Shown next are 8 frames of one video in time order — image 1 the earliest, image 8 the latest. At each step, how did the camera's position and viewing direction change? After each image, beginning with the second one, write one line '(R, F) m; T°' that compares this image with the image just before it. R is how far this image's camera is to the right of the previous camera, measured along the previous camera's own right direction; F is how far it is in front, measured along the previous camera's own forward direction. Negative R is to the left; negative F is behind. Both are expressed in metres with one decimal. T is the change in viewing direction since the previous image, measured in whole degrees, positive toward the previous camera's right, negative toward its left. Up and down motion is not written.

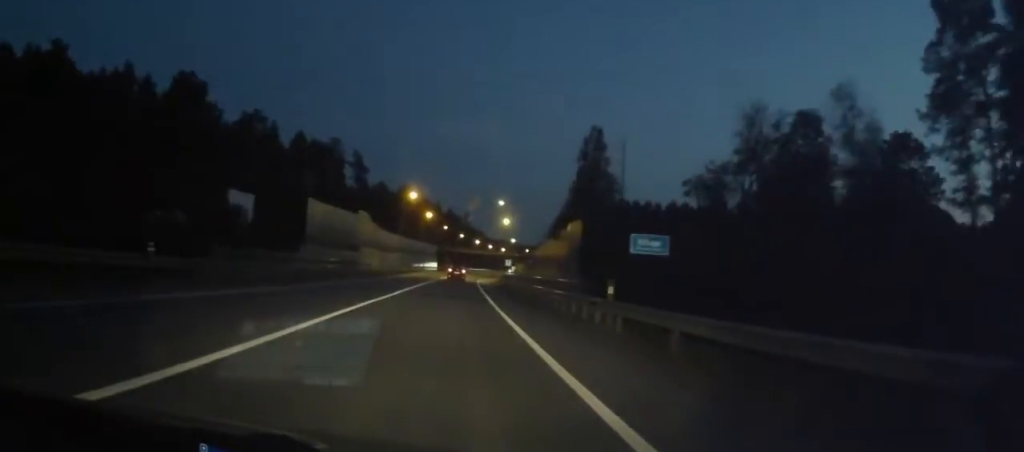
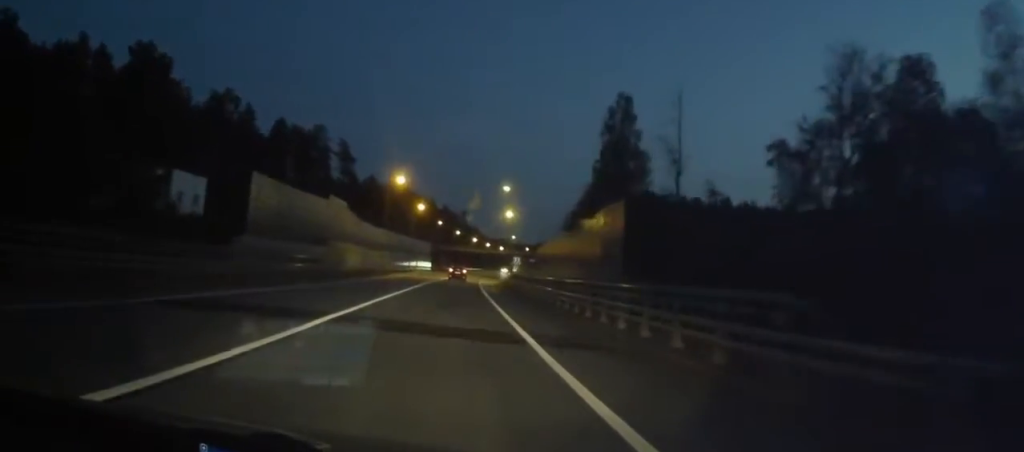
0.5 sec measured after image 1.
(0.0, +14.9) m; 0°
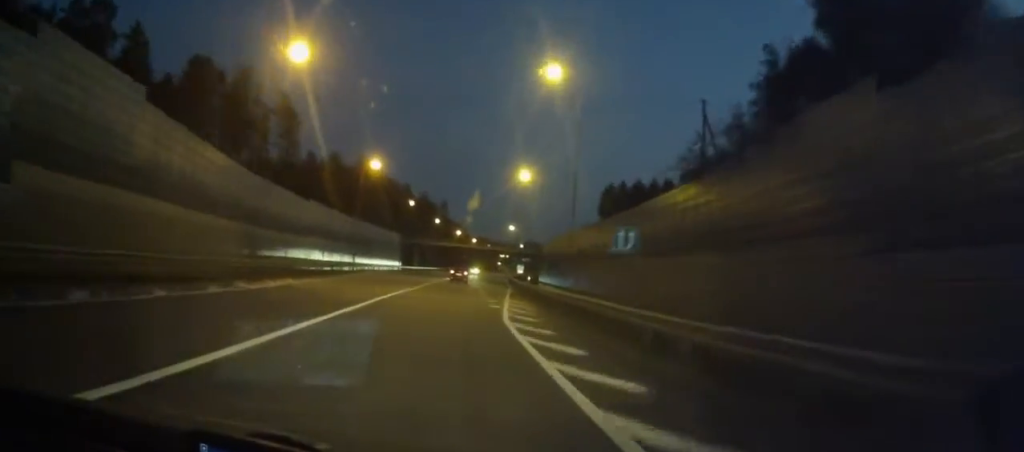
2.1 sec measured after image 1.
(+0.2, +42.3) m; +1°
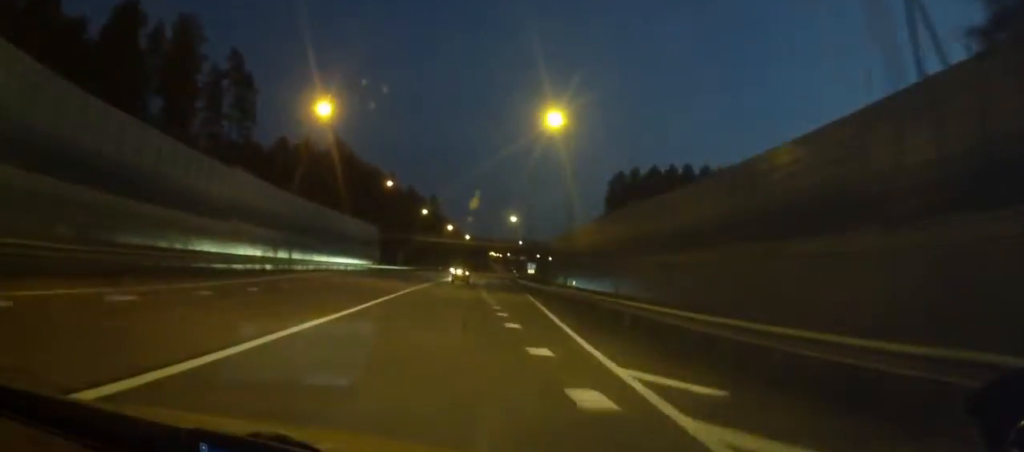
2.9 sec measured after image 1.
(+0.2, +21.6) m; 0°
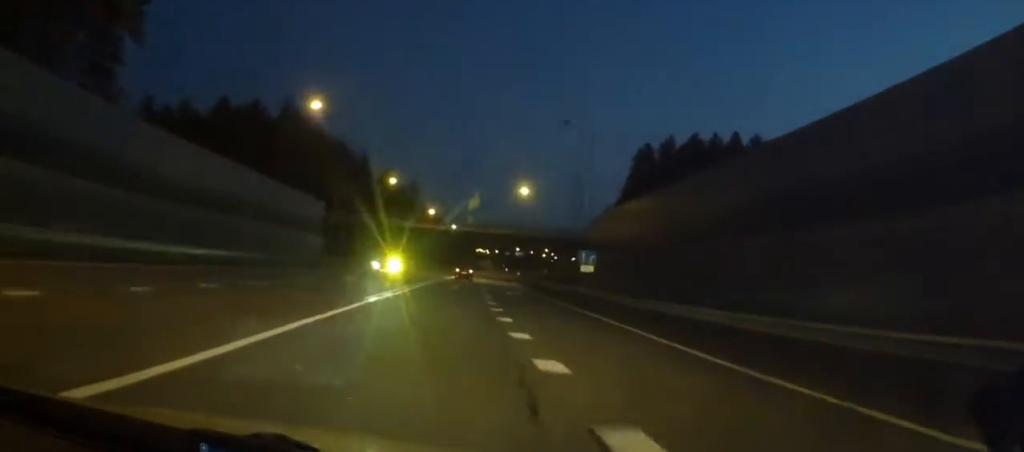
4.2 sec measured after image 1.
(-0.1, +34.1) m; +2°
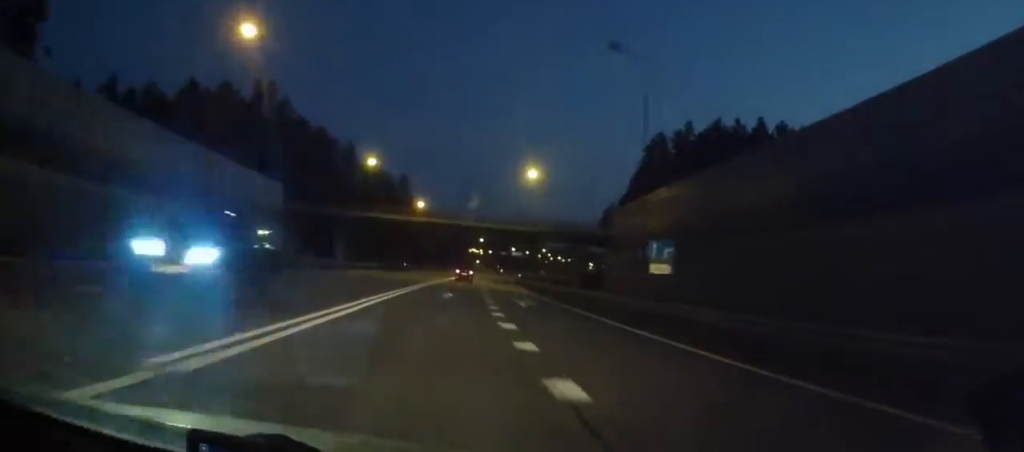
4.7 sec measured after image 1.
(+0.3, +12.9) m; +1°
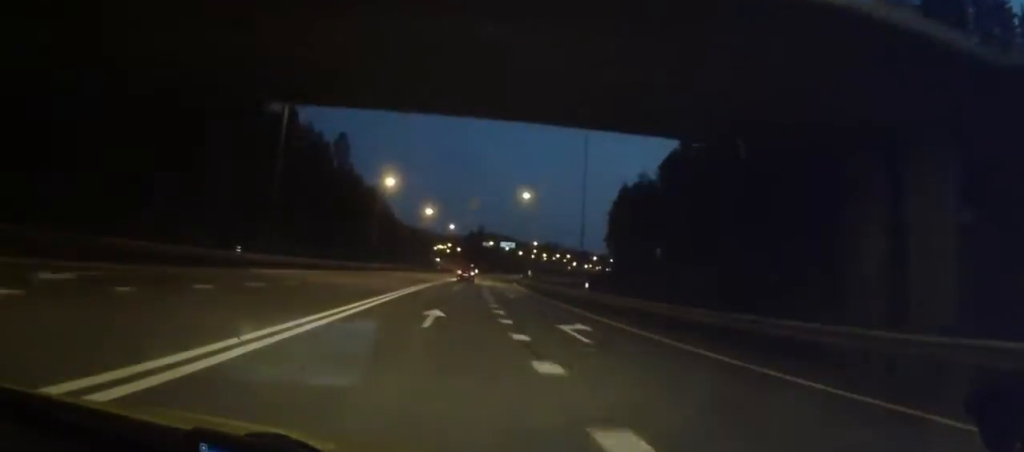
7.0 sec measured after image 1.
(+2.1, +60.9) m; +3°
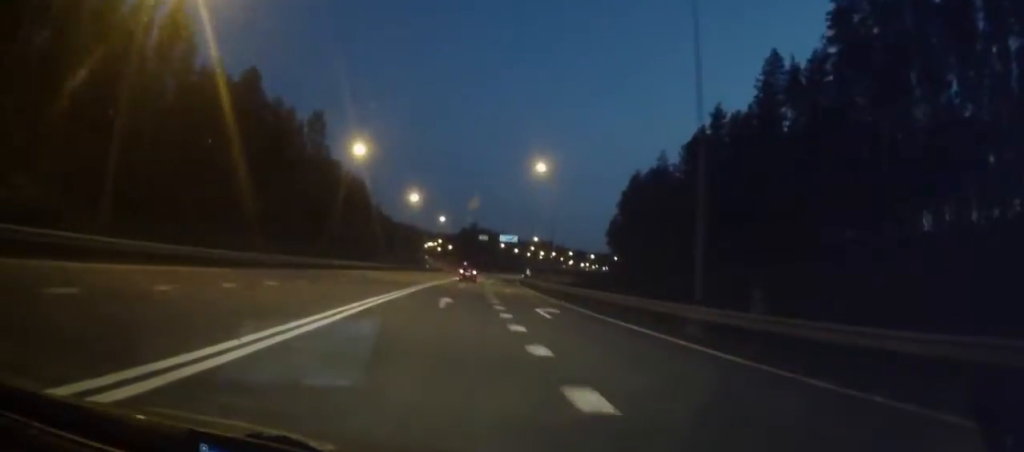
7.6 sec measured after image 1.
(+0.1, +18.1) m; +1°
